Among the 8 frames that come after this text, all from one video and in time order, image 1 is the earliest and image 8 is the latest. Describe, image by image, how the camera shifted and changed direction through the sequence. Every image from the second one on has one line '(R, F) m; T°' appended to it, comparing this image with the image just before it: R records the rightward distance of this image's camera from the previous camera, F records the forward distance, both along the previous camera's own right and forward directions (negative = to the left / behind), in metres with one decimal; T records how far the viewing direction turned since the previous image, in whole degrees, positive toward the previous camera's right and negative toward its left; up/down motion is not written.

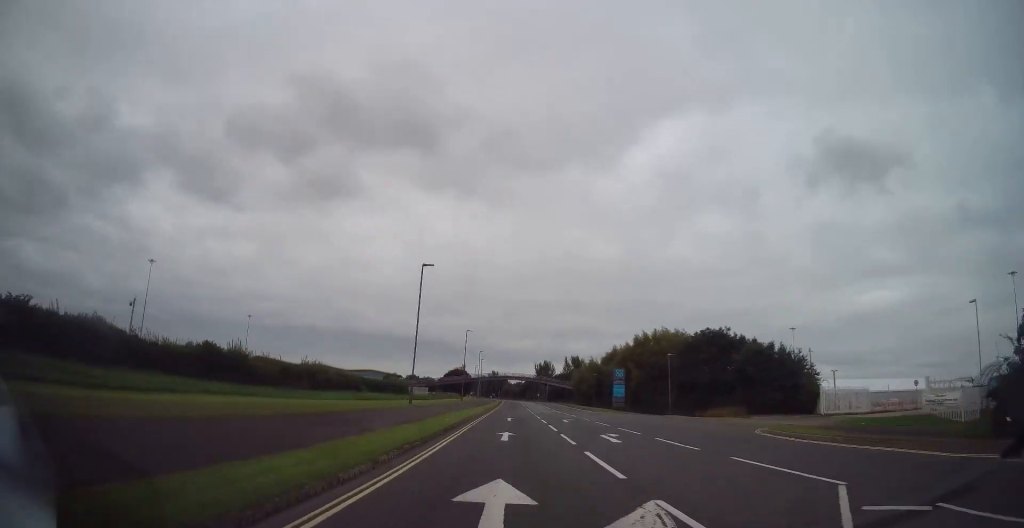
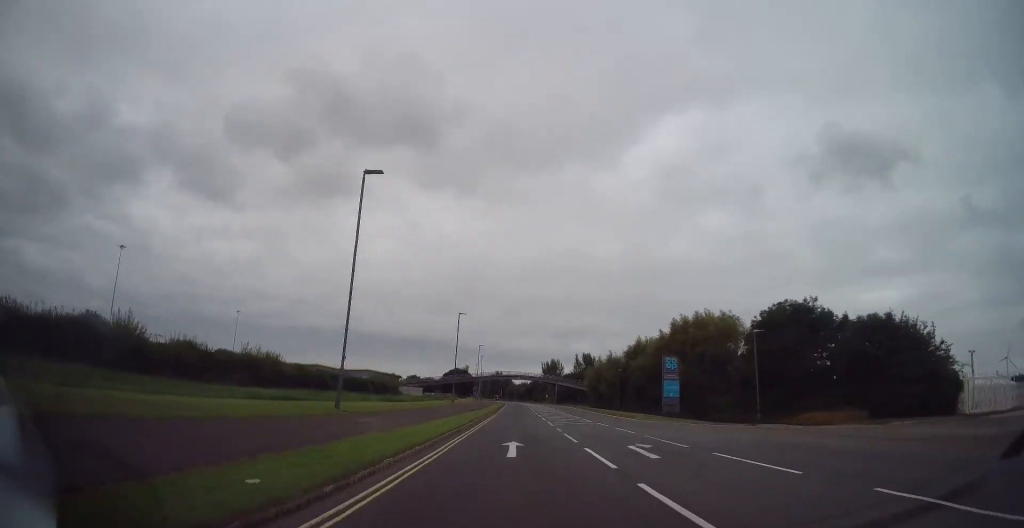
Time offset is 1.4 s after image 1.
(-0.3, +16.8) m; 0°
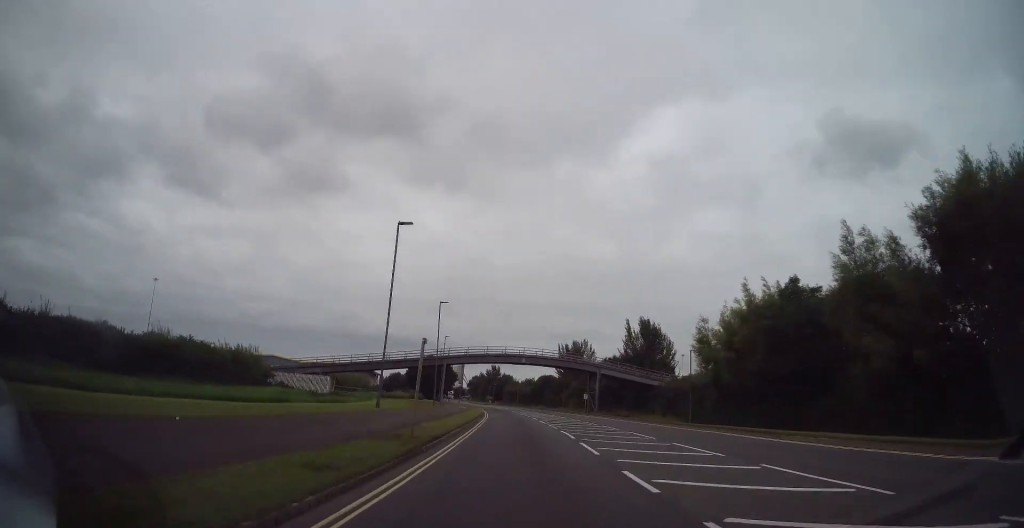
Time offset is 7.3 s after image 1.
(-0.6, +70.8) m; -1°
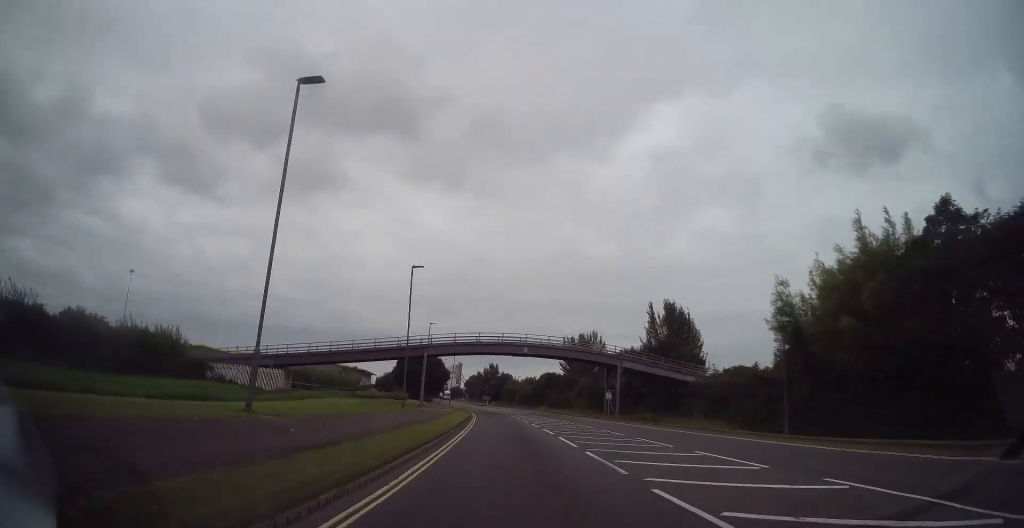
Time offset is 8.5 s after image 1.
(0.0, +14.4) m; -1°
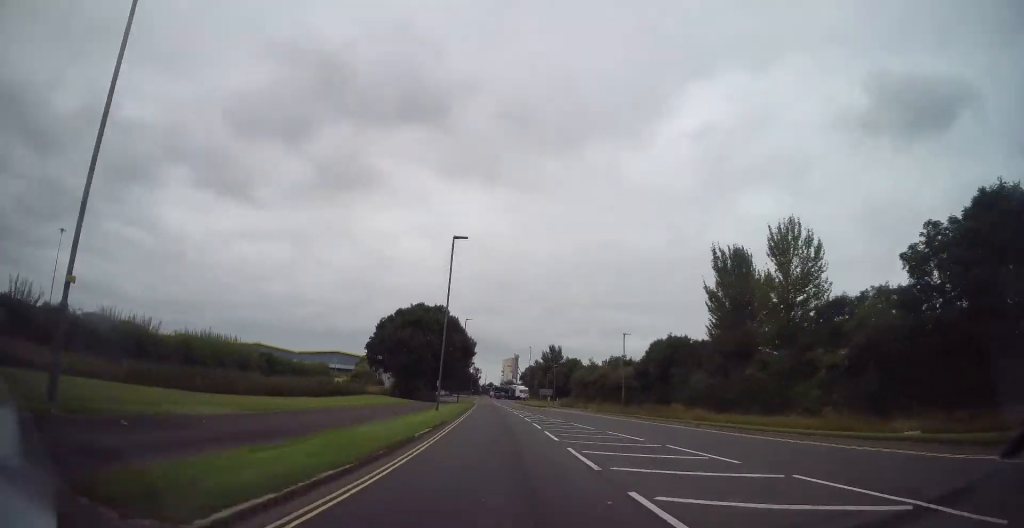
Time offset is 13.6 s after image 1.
(-2.8, +60.5) m; -6°
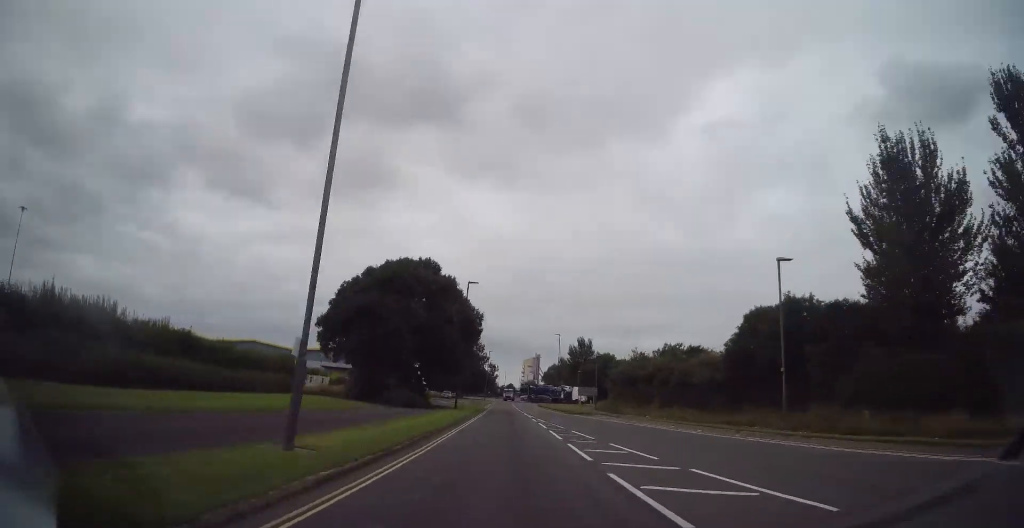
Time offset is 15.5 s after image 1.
(-0.5, +22.2) m; -2°
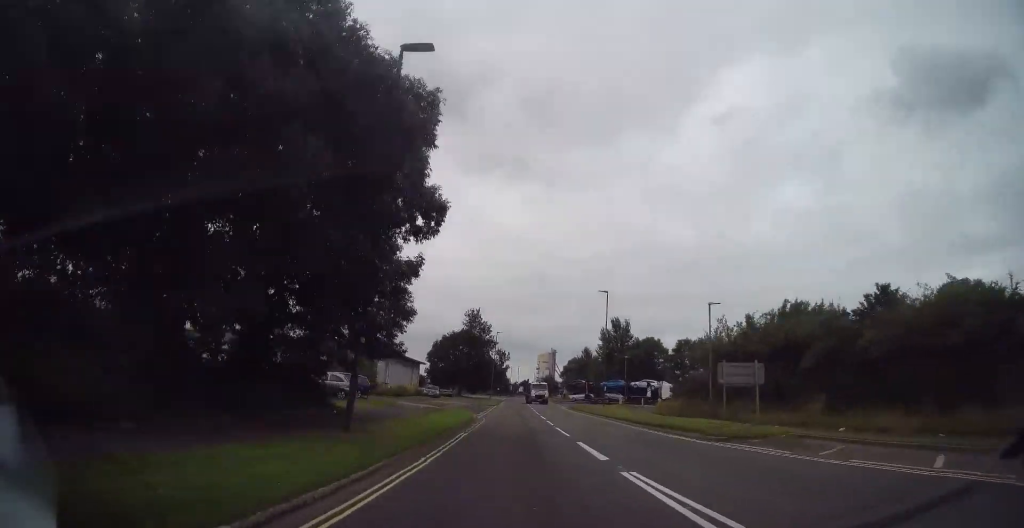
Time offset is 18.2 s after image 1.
(-0.6, +31.0) m; -1°
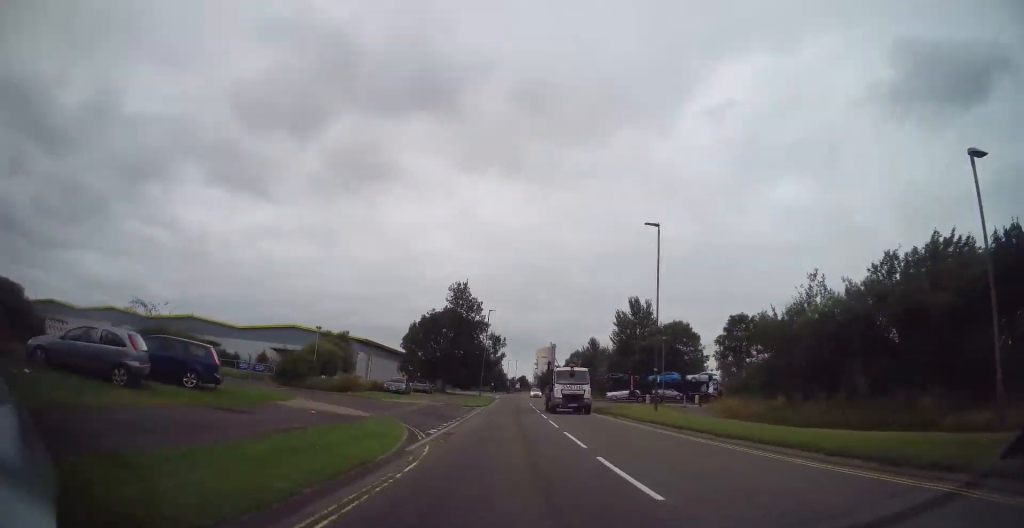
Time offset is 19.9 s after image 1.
(-0.1, +19.1) m; 0°
